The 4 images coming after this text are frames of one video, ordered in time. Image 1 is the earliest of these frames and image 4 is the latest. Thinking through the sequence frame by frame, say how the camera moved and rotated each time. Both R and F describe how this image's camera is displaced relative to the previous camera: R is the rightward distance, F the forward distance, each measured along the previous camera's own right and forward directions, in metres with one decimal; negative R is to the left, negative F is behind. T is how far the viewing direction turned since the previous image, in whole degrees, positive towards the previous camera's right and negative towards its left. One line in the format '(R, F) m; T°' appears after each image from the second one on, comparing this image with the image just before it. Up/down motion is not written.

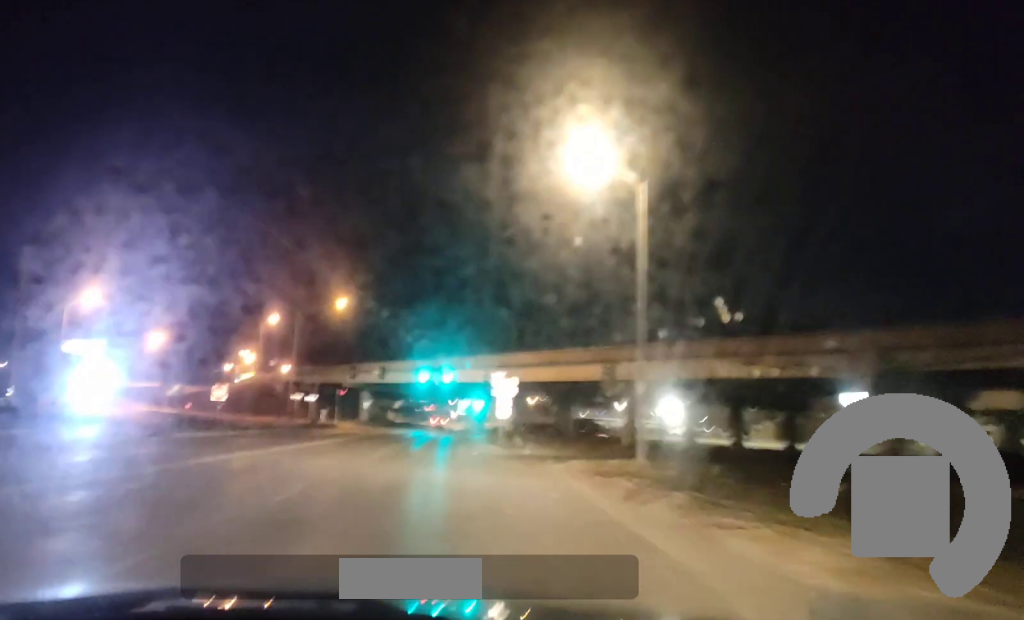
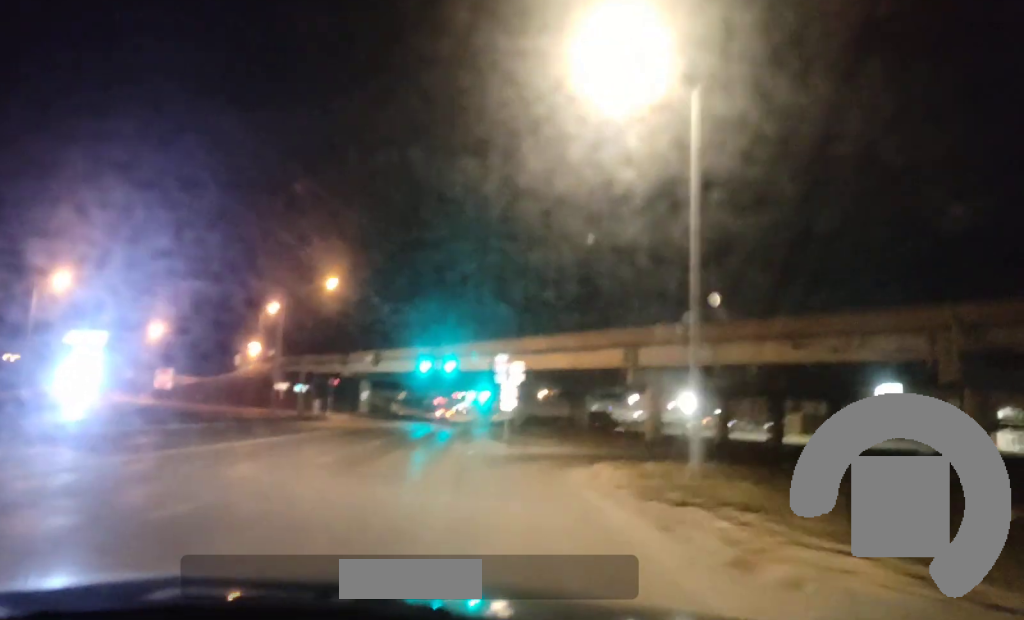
(0.0, +9.3) m; -1°
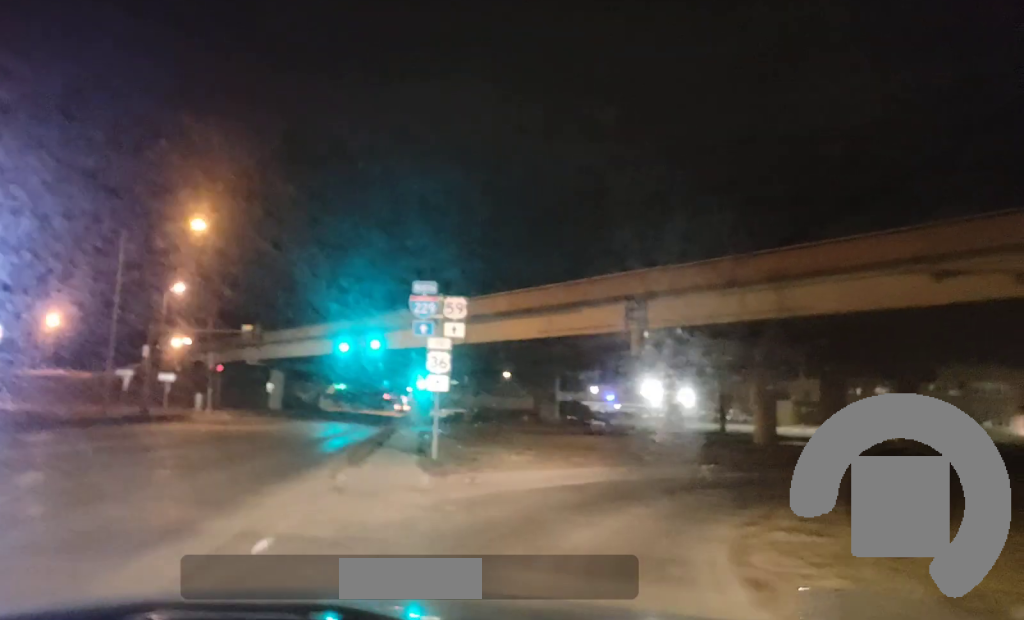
(-0.1, +25.1) m; +2°
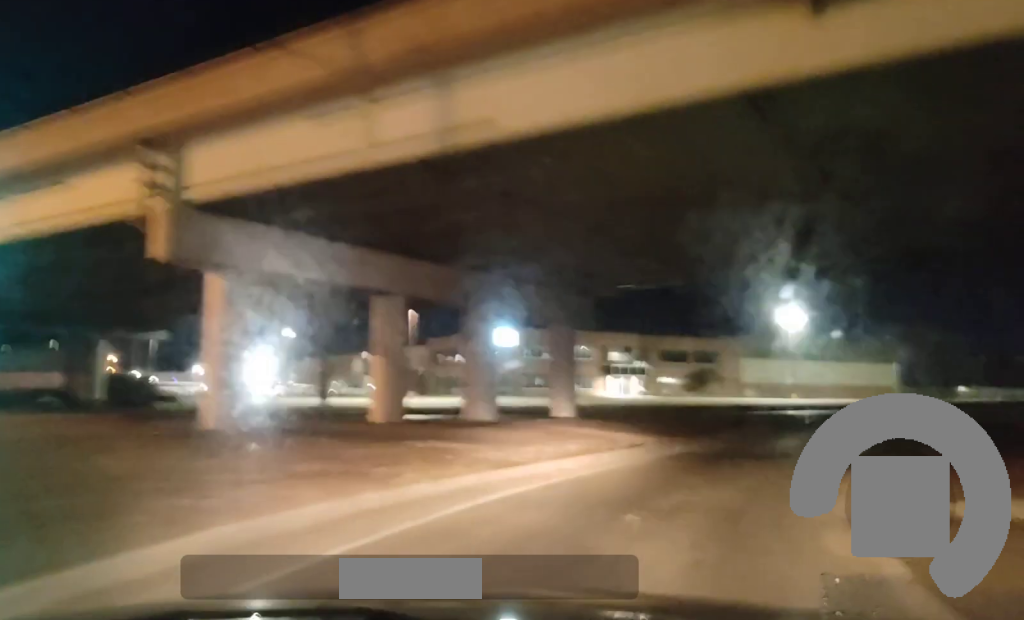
(+5.2, +24.9) m; +26°
